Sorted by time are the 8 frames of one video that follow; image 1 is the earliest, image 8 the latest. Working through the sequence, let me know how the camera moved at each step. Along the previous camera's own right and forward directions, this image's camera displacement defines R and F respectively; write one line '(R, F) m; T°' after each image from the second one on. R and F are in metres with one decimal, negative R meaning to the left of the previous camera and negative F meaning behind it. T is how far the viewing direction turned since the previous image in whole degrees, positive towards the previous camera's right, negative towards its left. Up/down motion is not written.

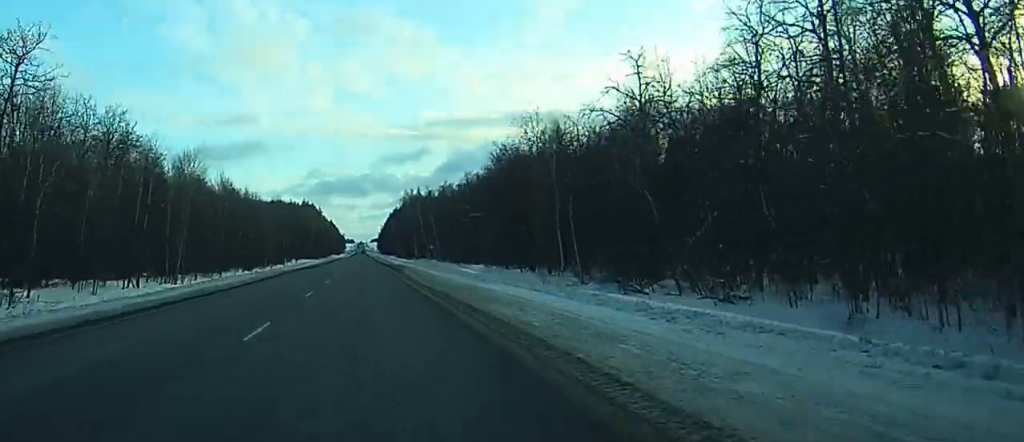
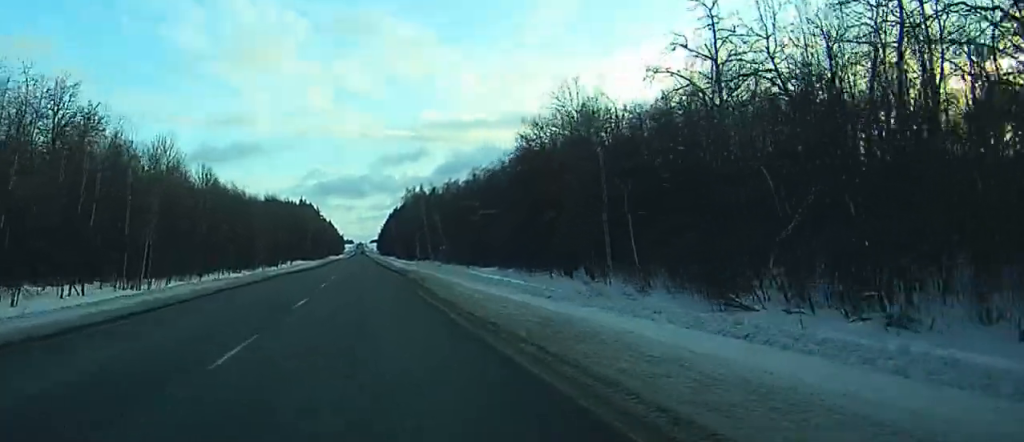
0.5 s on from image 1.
(-0.1, +14.0) m; 0°
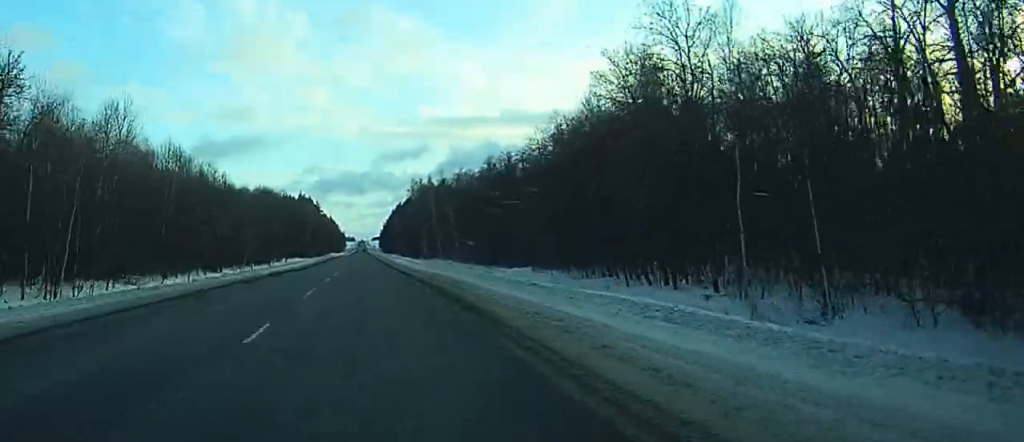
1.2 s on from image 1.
(-0.1, +20.8) m; 0°
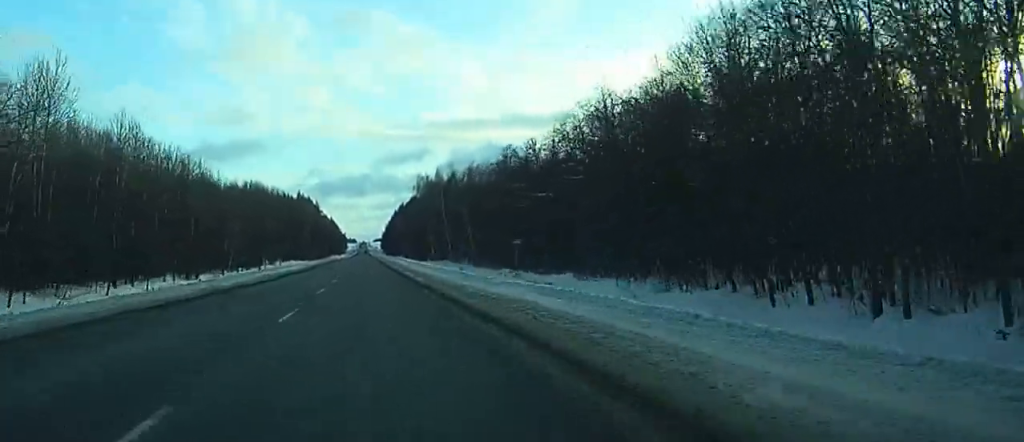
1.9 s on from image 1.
(0.0, +19.5) m; 0°
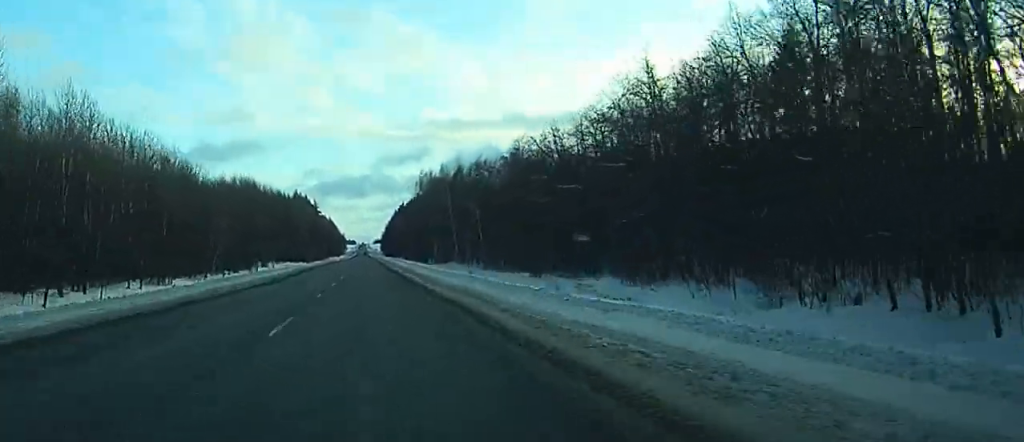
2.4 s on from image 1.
(0.0, +13.9) m; 0°
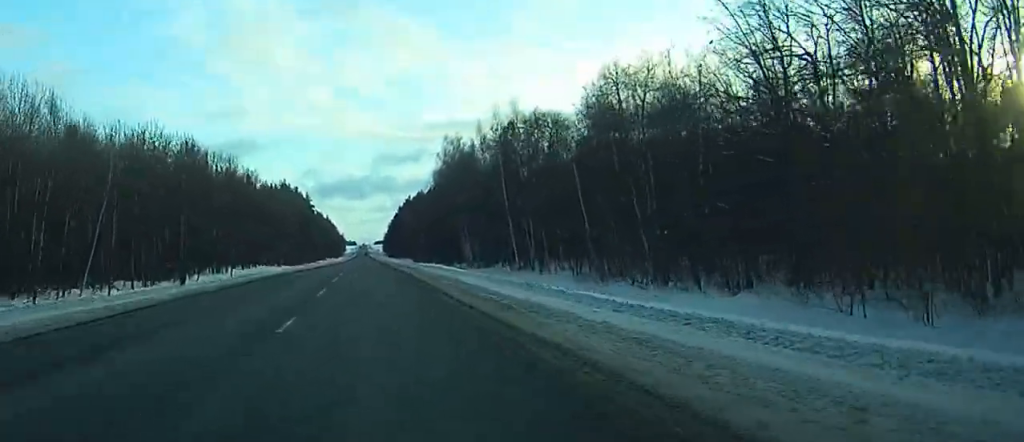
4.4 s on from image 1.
(0.0, +61.0) m; 0°
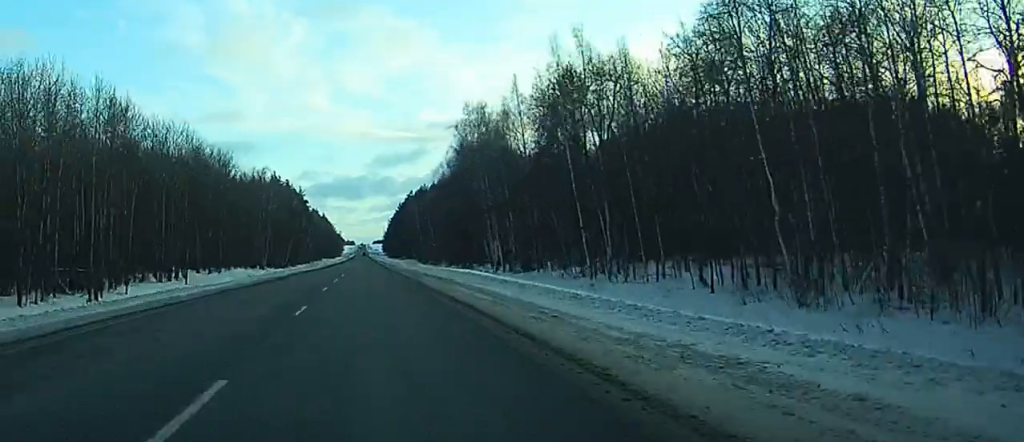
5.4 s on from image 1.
(+0.1, +33.0) m; +2°
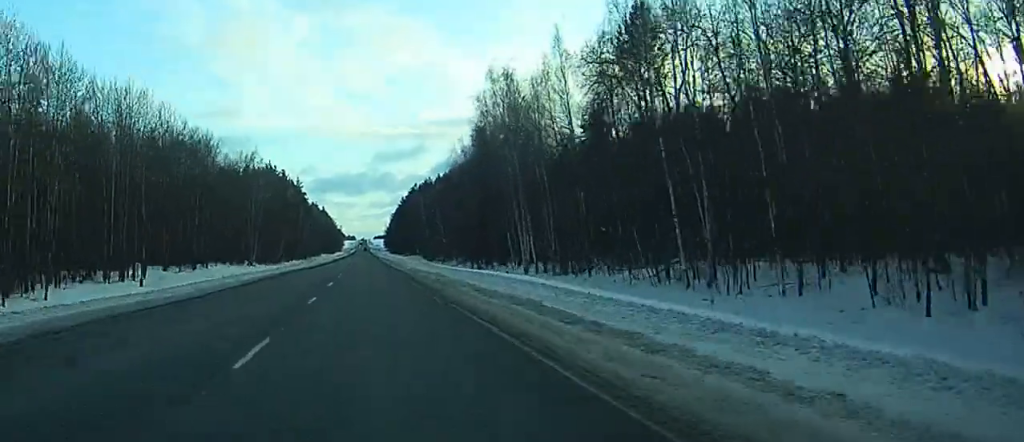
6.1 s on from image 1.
(-0.2, +20.6) m; +2°
